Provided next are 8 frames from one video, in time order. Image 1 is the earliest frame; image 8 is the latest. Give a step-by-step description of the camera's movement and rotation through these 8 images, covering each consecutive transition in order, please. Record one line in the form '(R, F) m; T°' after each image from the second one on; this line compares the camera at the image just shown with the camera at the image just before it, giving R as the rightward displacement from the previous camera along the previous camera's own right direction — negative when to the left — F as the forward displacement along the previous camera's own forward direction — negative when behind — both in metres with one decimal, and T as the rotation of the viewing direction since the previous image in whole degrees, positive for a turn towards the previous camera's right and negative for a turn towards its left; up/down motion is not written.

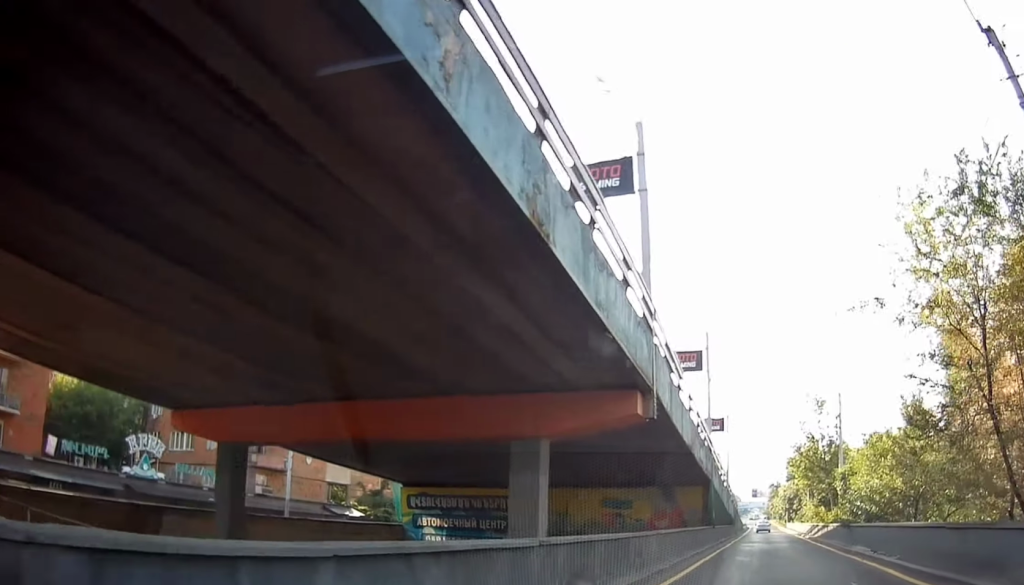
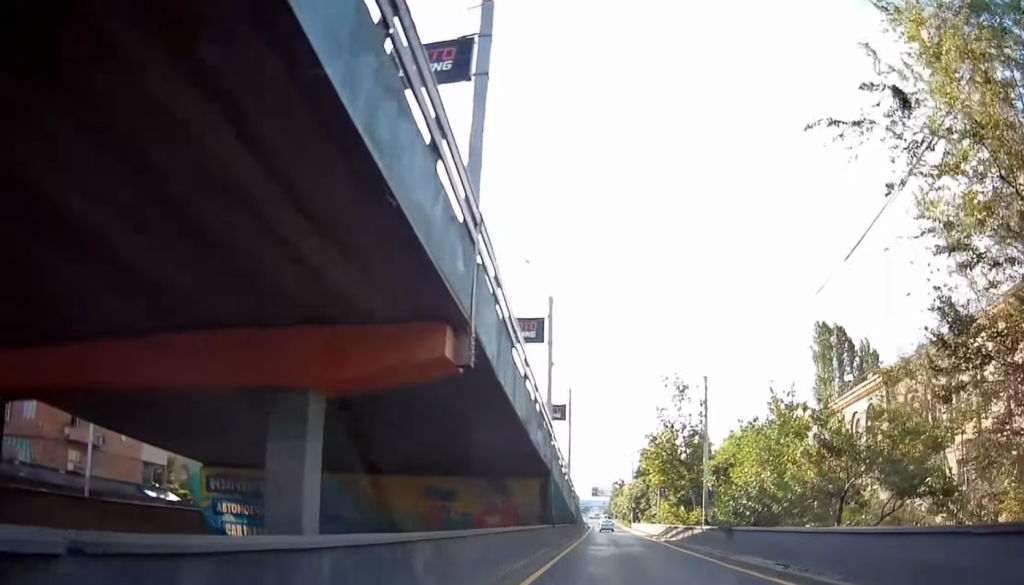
(+0.7, +5.4) m; +4°
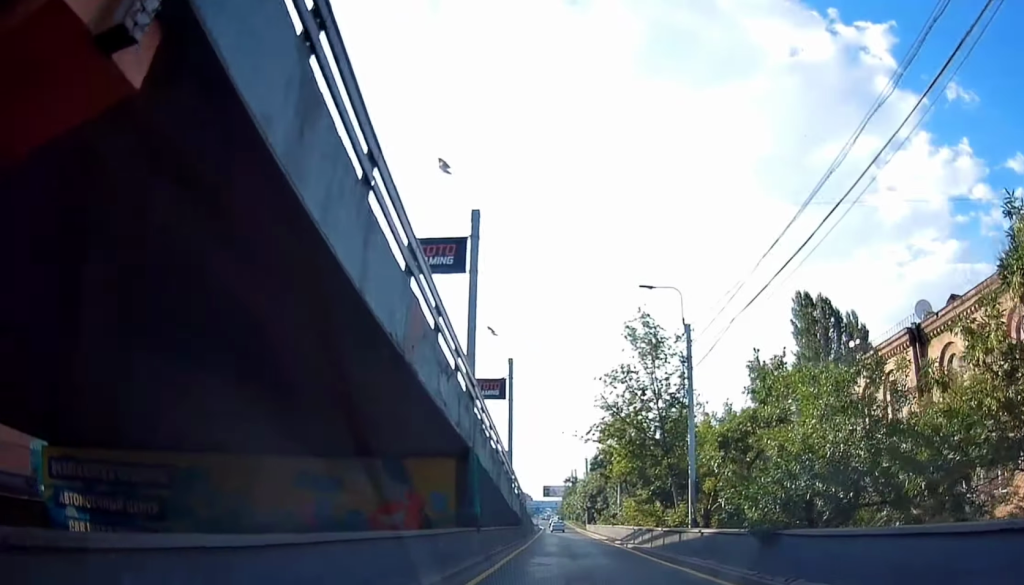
(+0.5, +9.2) m; +3°
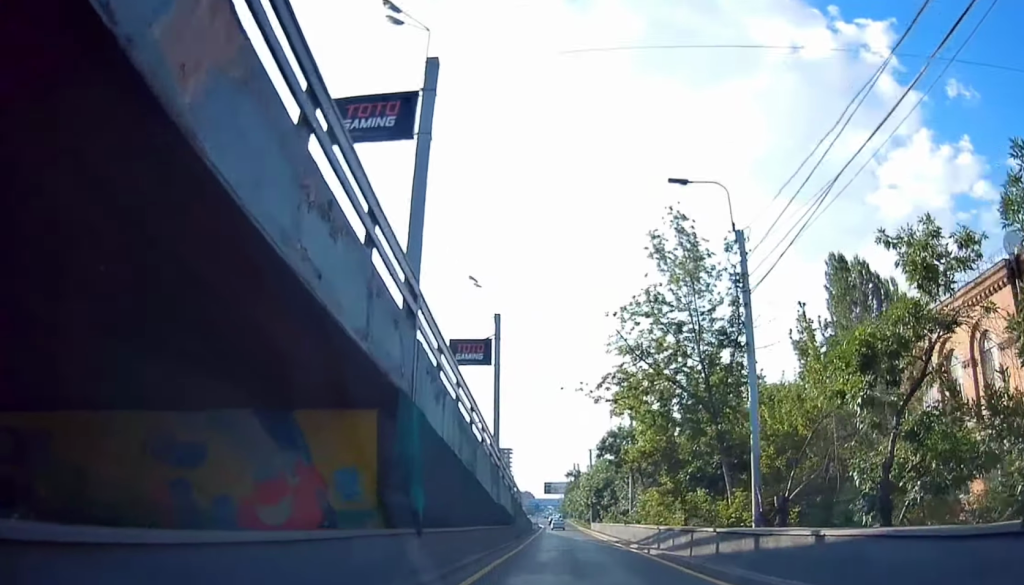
(0.0, +8.2) m; 0°
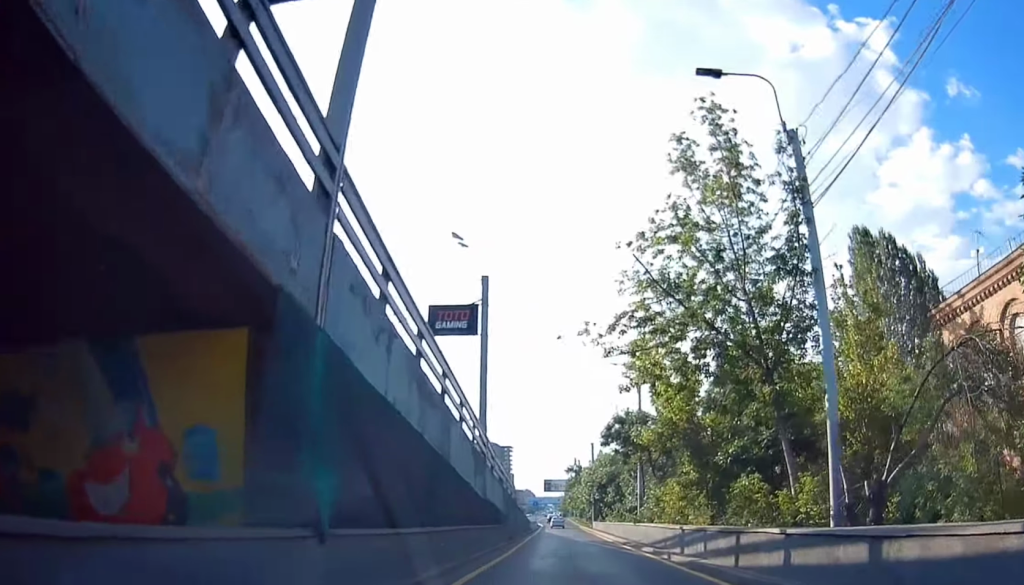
(0.0, +5.0) m; 0°
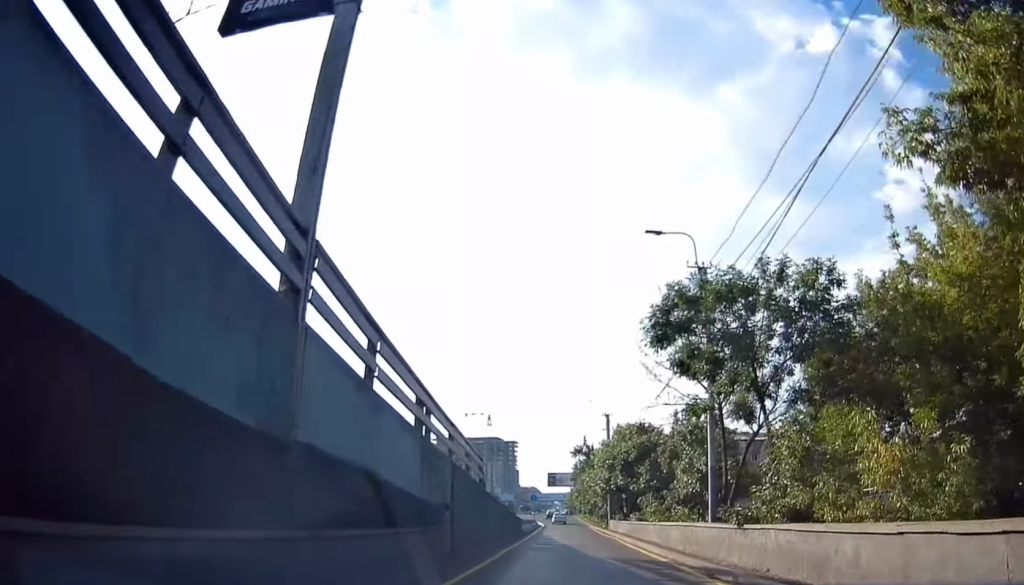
(+0.5, +18.4) m; +8°
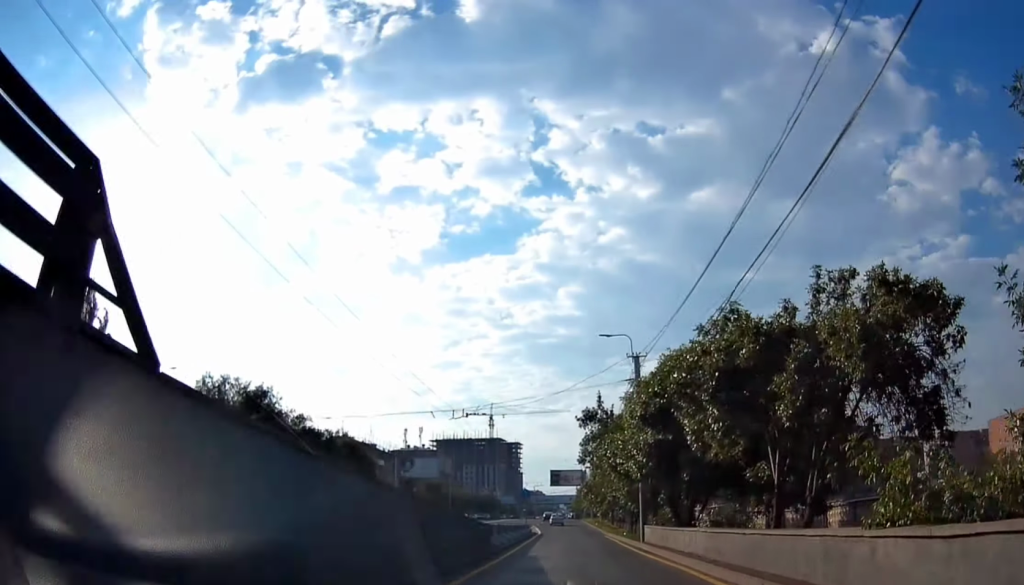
(+0.8, +20.4) m; -2°
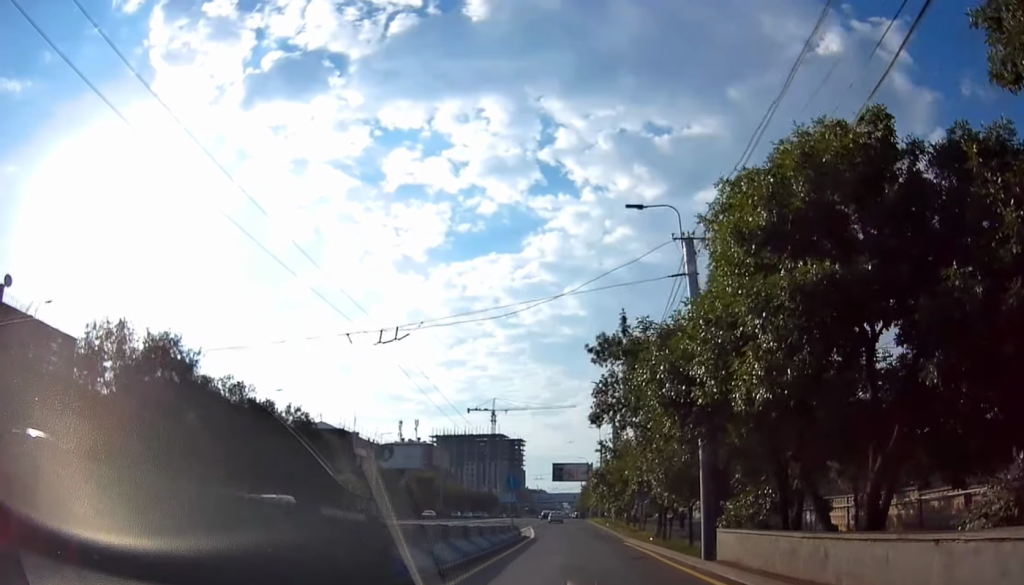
(-0.7, +14.3) m; -3°
